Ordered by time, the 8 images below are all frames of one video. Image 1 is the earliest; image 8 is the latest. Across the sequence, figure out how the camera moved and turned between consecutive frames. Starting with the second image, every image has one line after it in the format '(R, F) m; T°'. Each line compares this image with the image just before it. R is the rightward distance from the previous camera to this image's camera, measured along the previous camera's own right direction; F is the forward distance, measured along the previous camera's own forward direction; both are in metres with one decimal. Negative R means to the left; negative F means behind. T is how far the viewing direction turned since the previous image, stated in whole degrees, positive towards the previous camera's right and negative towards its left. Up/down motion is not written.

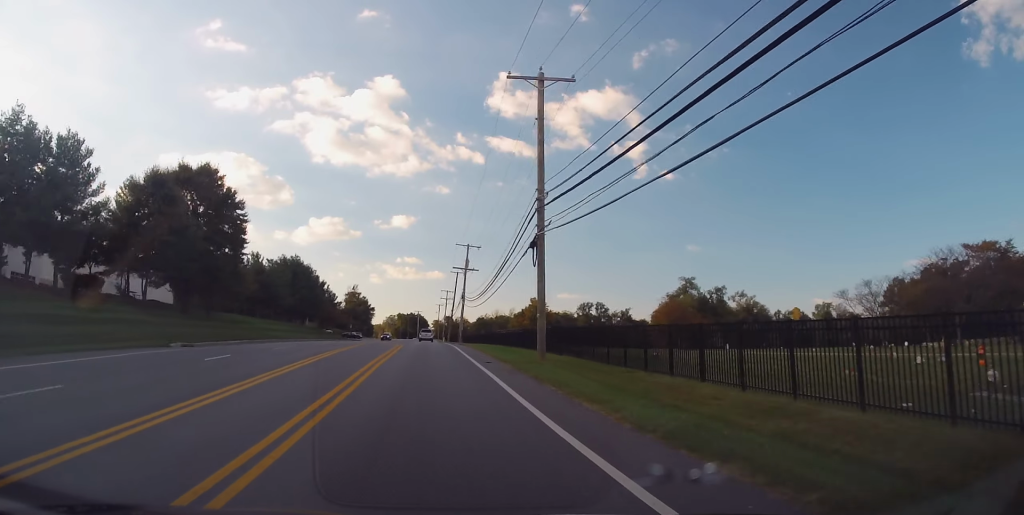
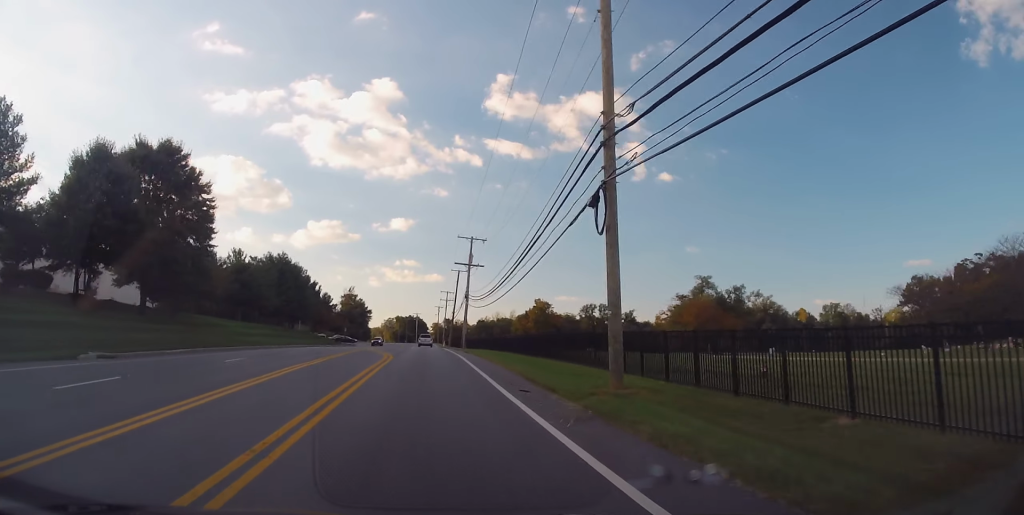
(+0.1, +9.0) m; +1°
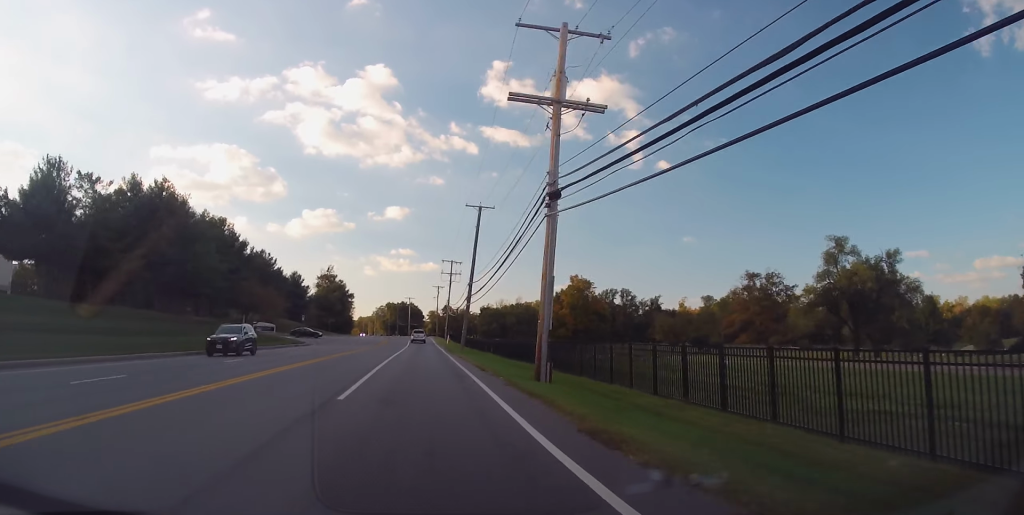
(+0.7, +47.2) m; +1°
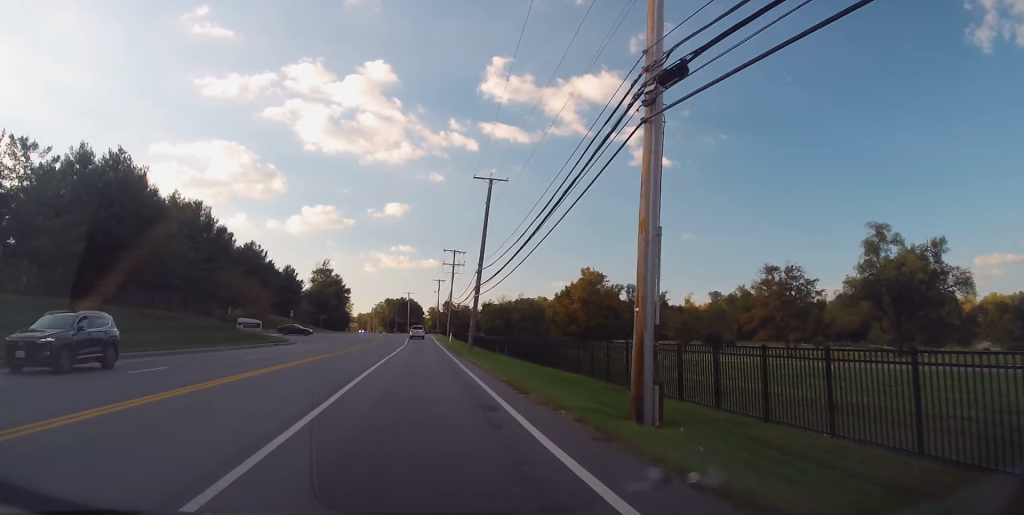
(-0.1, +9.0) m; -1°
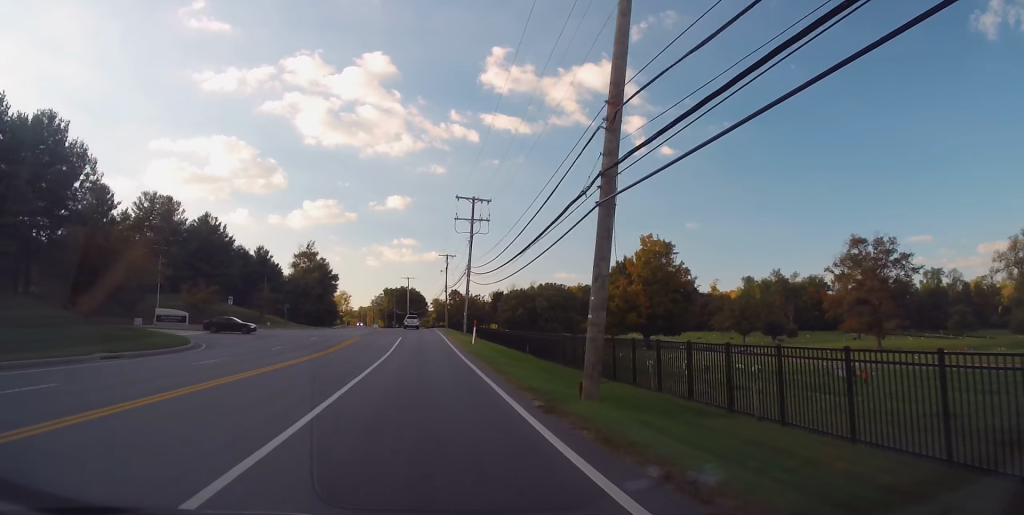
(-0.6, +31.5) m; -1°
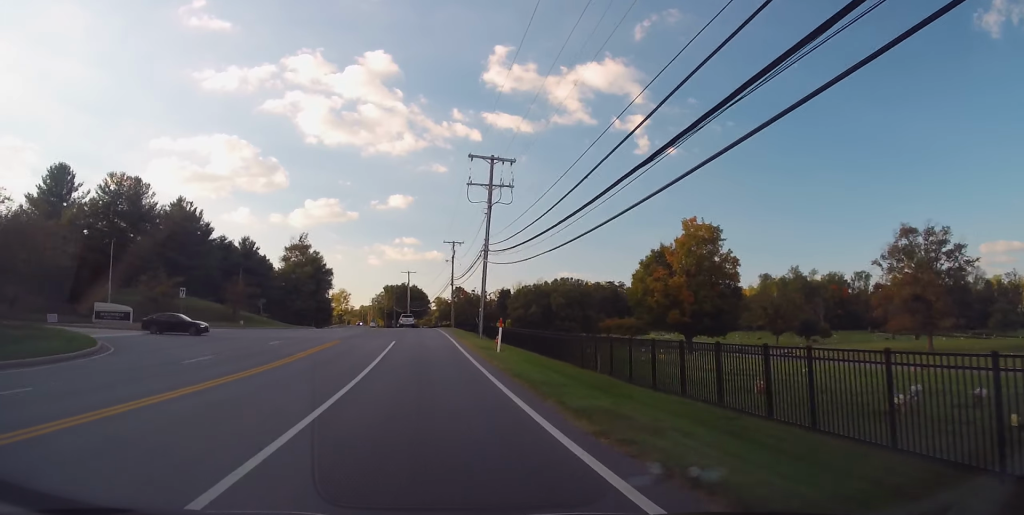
(+0.1, +13.2) m; 0°
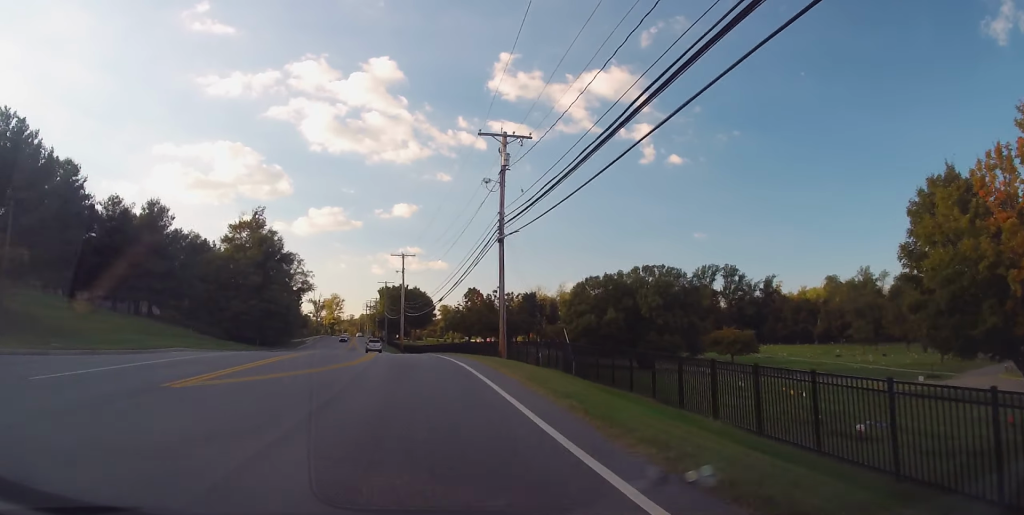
(+0.3, +45.7) m; -1°
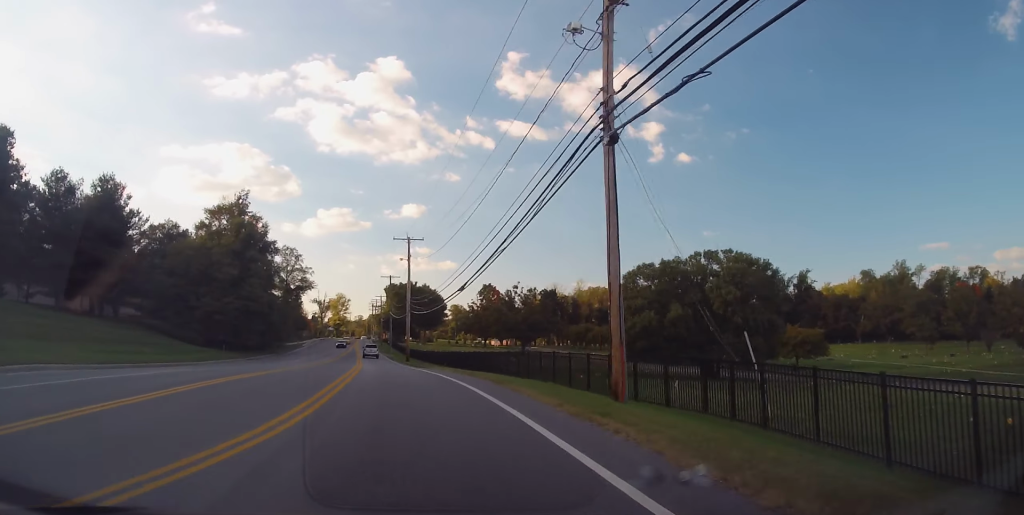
(-0.1, +15.6) m; -2°
